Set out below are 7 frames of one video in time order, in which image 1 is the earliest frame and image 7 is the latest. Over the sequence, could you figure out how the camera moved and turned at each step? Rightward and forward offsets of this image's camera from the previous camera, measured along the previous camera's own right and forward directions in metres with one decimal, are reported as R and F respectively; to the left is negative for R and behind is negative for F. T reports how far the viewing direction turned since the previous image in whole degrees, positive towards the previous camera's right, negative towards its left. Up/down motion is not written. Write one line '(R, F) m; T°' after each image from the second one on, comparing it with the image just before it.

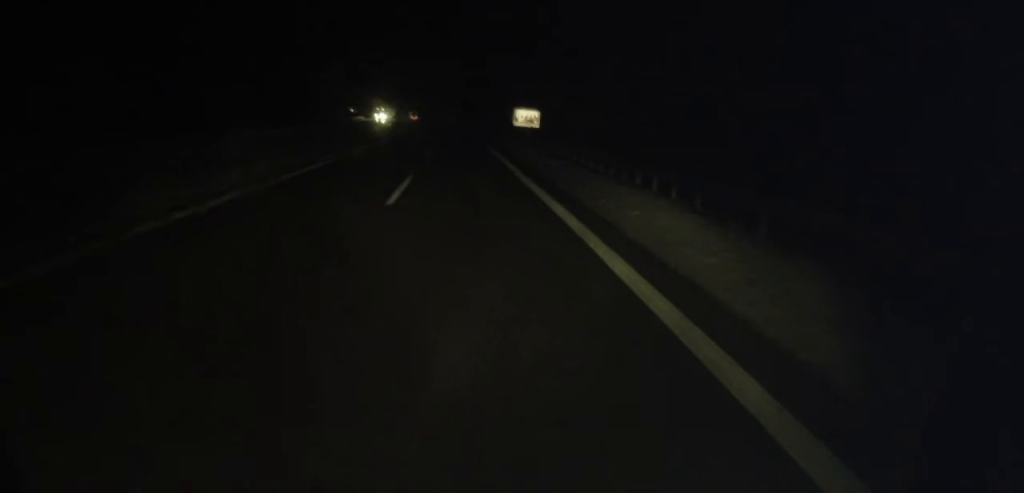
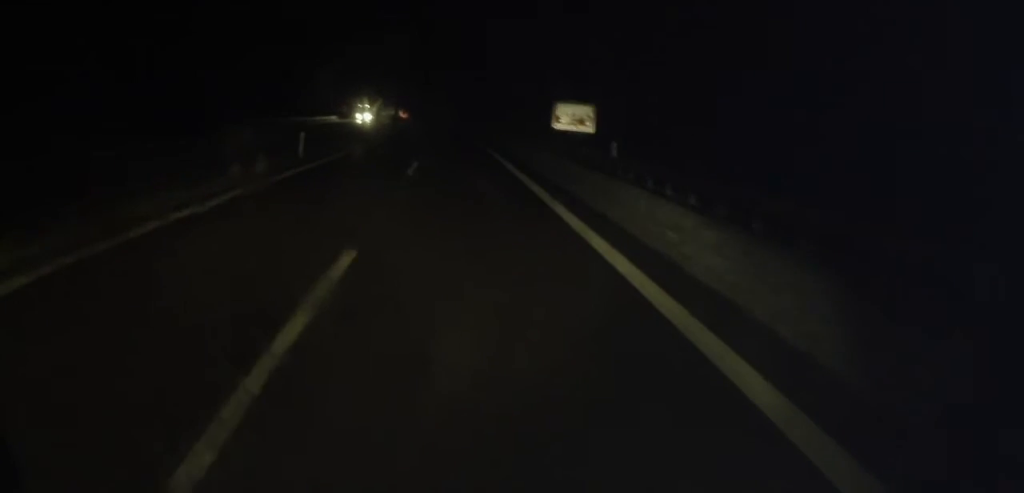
(-0.3, +30.0) m; -2°
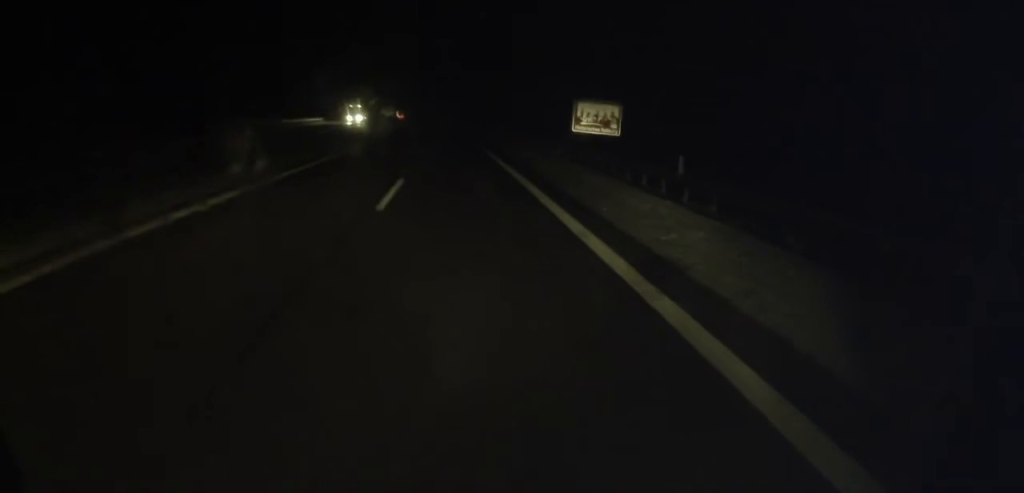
(0.0, +7.7) m; -1°
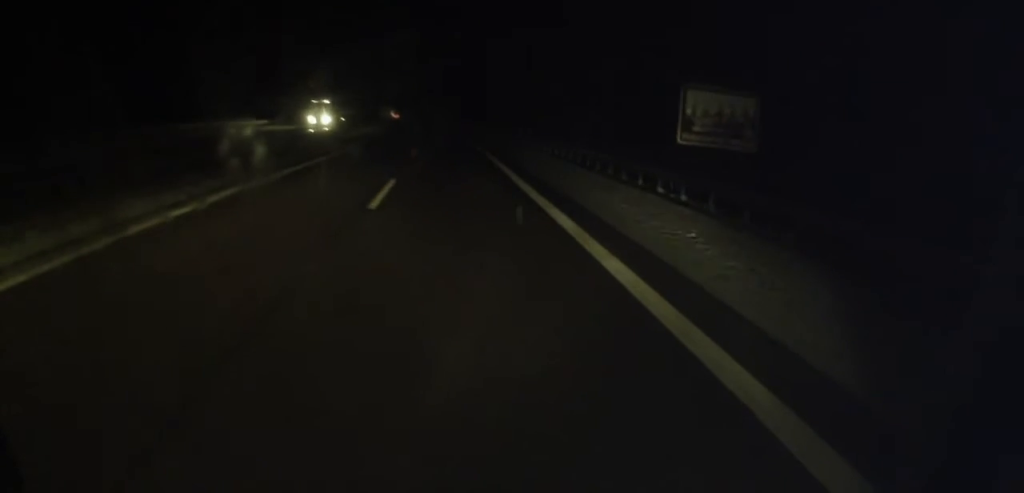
(-0.5, +18.0) m; 0°
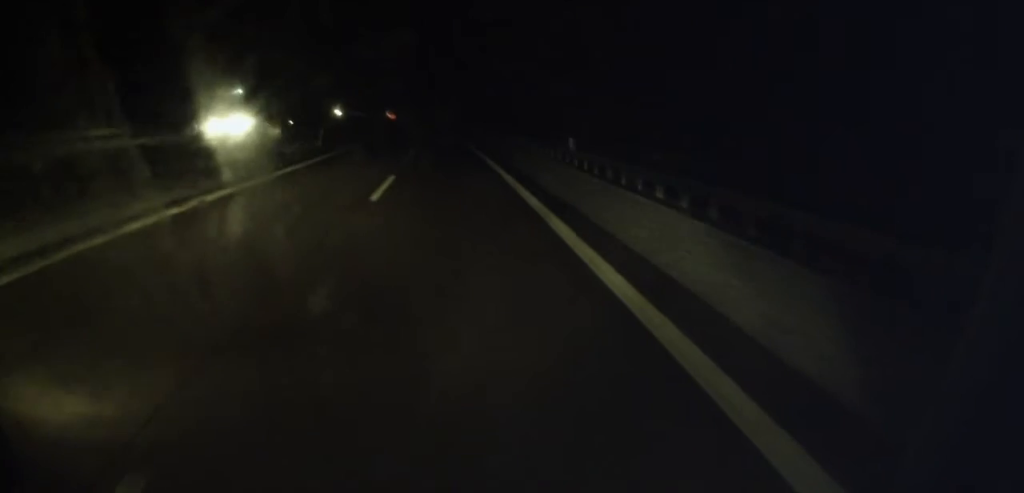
(+0.4, +16.3) m; +2°
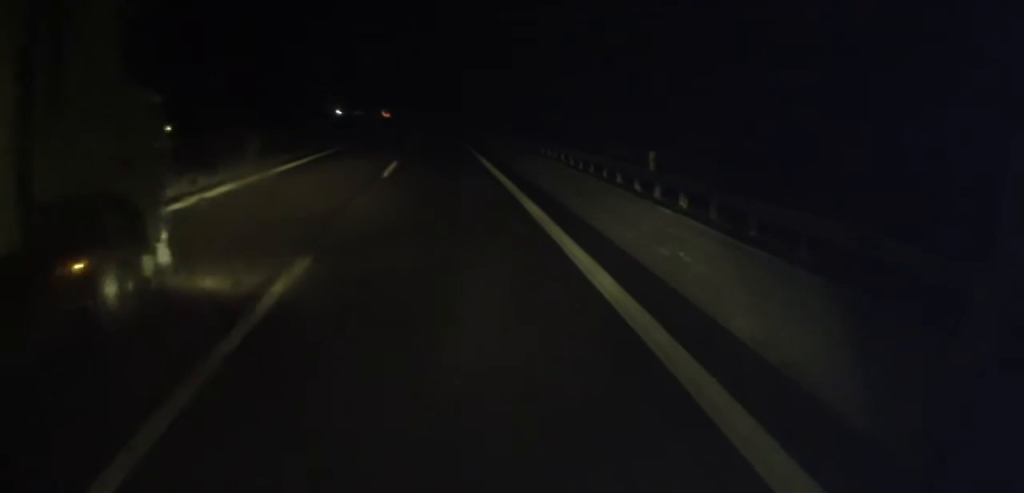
(0.0, +12.5) m; 0°
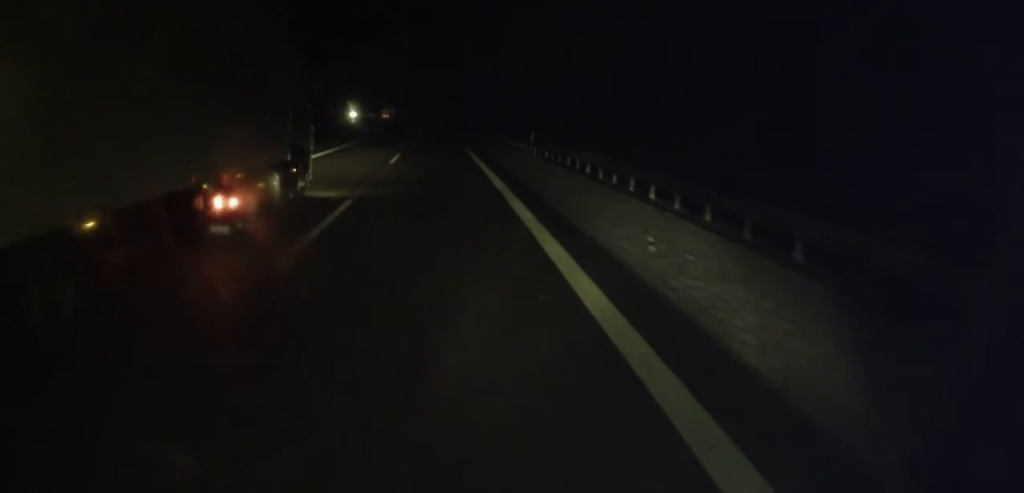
(0.0, +30.1) m; -1°
